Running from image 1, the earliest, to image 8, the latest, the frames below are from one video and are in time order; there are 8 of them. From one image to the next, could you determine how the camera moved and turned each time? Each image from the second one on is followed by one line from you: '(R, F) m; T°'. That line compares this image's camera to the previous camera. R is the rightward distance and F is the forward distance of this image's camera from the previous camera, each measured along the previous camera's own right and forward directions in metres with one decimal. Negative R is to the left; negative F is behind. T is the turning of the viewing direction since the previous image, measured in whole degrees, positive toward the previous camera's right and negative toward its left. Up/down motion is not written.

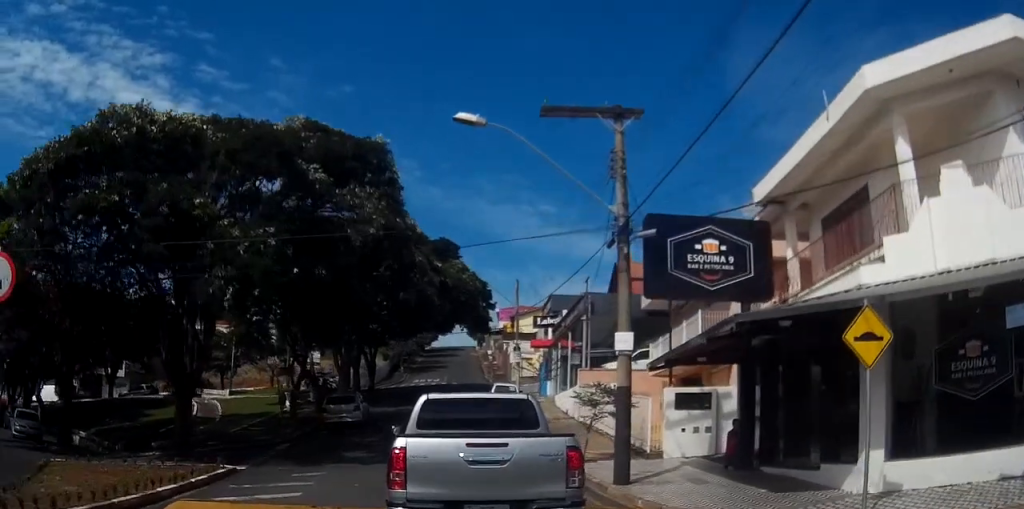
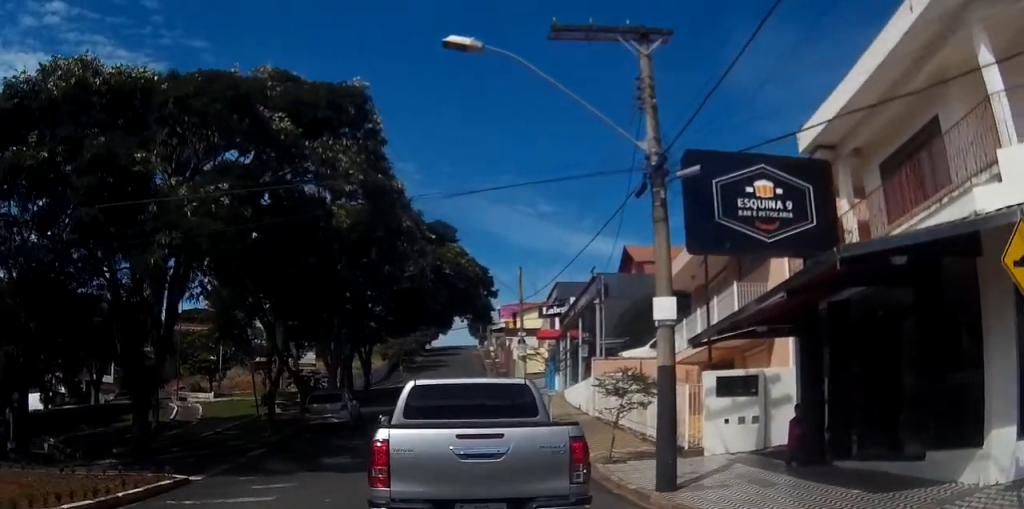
(-0.1, +3.8) m; 0°
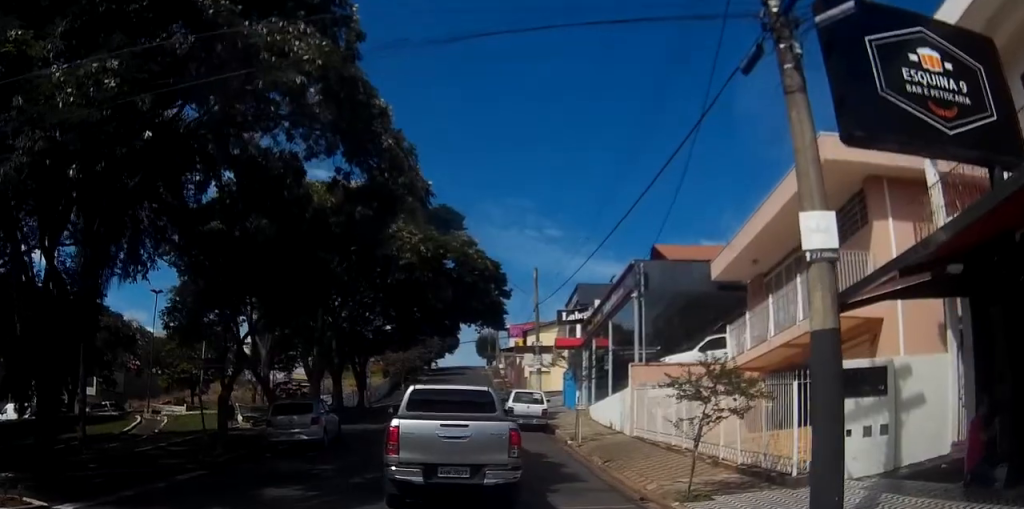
(-0.4, +6.2) m; -6°
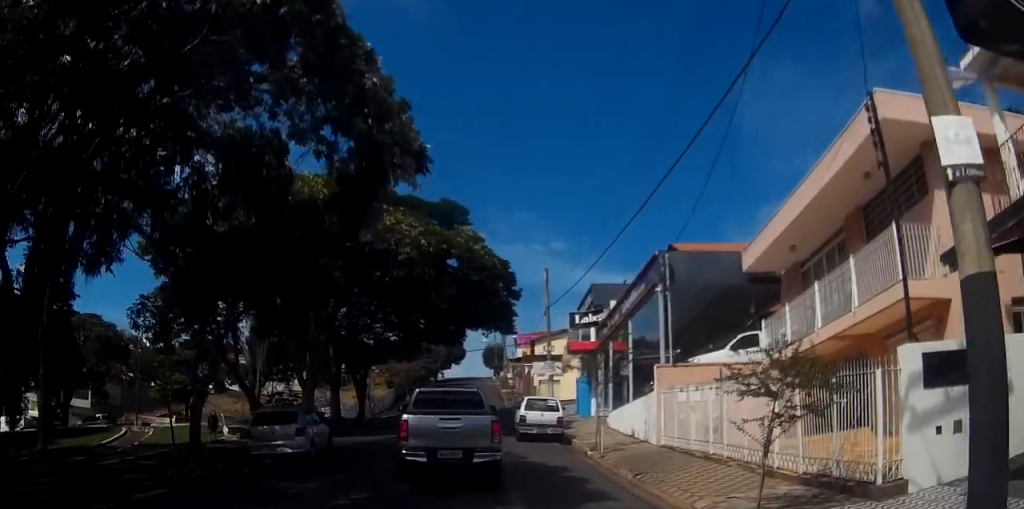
(0.0, +2.6) m; -1°
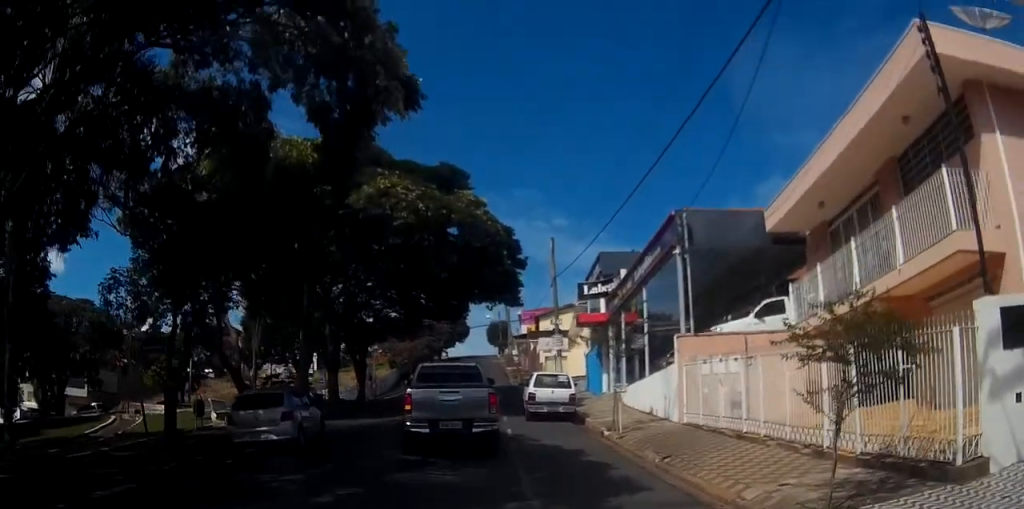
(-0.1, +1.6) m; +2°
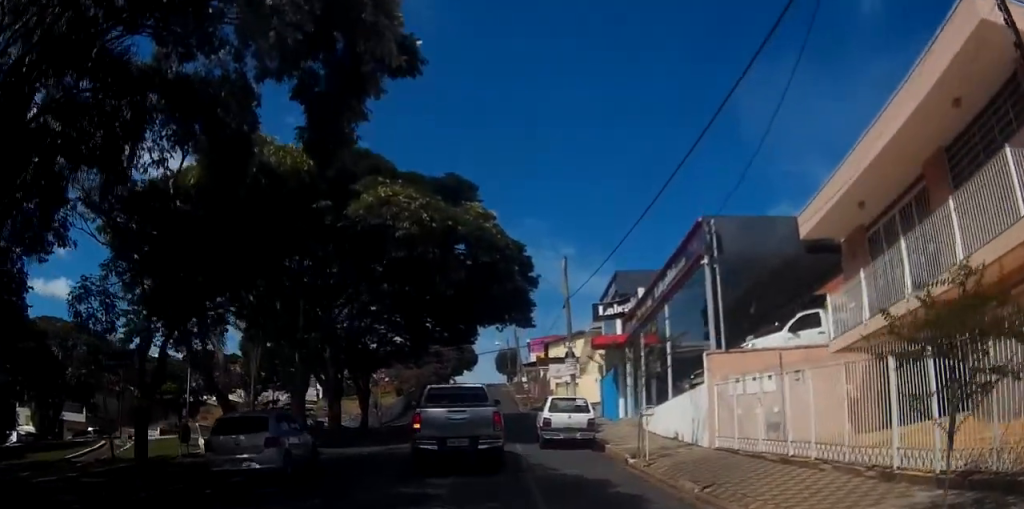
(0.0, +1.7) m; +2°
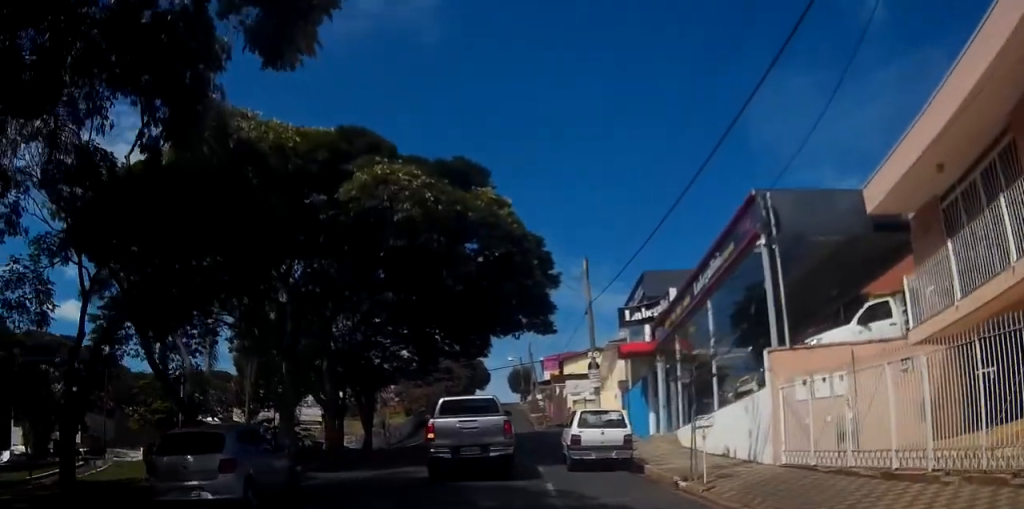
(+0.1, +2.8) m; +2°
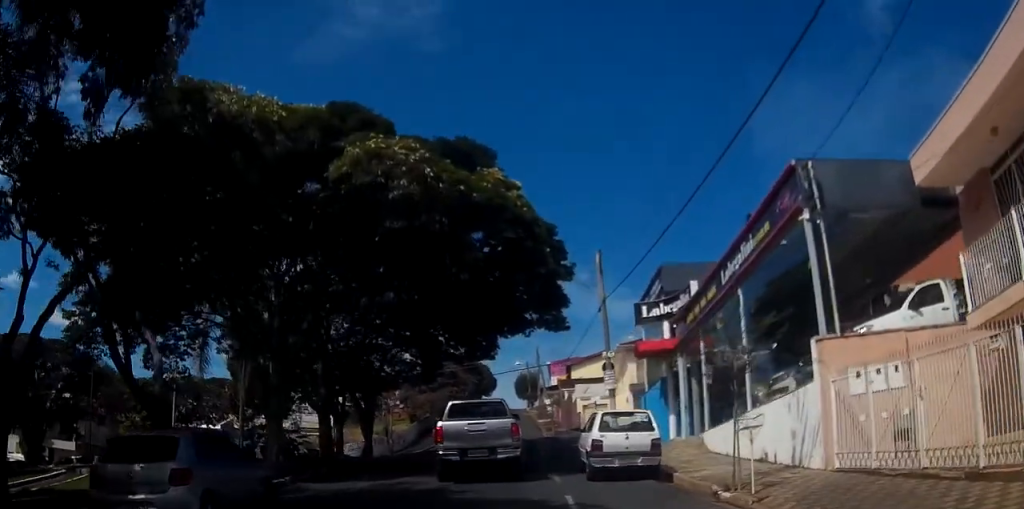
(0.0, +2.0) m; 0°
